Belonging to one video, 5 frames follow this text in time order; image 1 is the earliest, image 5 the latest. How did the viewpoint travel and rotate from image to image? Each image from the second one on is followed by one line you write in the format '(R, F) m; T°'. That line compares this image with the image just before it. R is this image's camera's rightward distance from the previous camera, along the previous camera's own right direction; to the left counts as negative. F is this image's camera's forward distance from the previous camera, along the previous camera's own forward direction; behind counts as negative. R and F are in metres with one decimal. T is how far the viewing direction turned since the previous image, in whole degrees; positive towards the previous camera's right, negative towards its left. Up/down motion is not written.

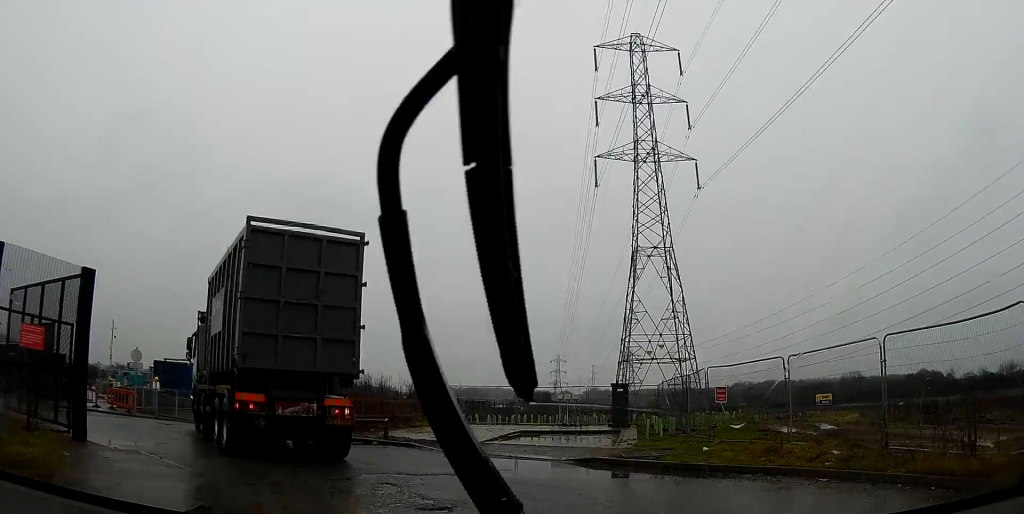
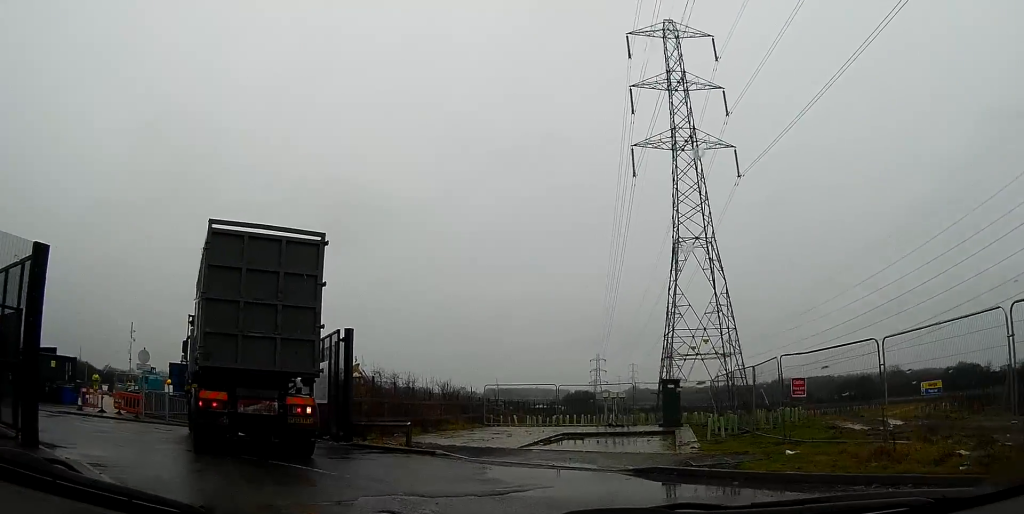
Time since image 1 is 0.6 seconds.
(+0.1, +2.7) m; -5°
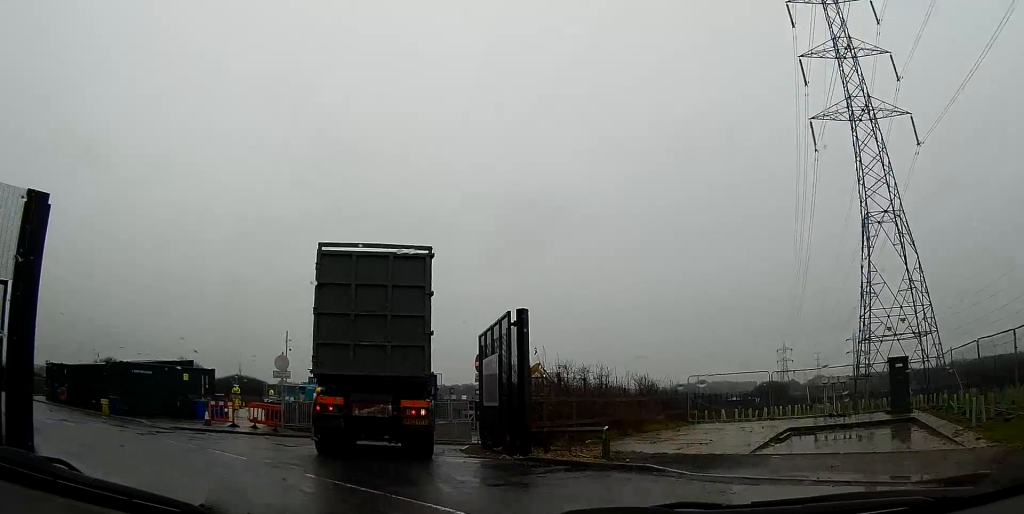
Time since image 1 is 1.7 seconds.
(-0.6, +4.4) m; -13°
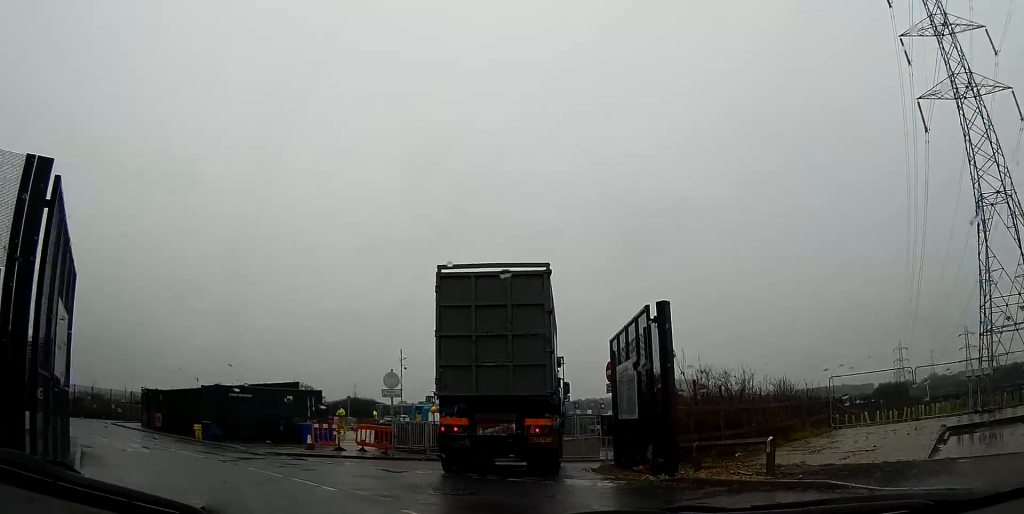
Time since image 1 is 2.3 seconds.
(-0.1, +2.1) m; -7°
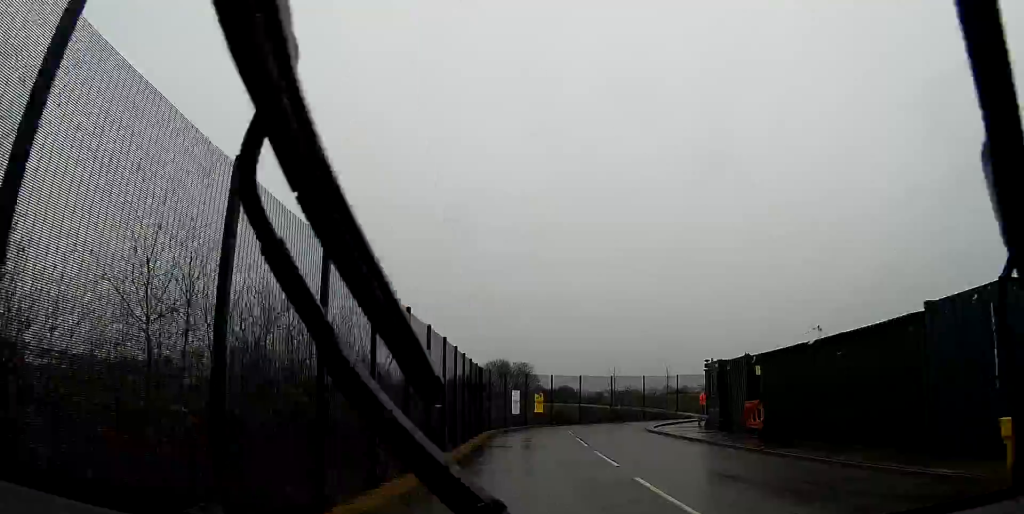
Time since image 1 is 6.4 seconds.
(-10.0, +16.1) m; -54°
